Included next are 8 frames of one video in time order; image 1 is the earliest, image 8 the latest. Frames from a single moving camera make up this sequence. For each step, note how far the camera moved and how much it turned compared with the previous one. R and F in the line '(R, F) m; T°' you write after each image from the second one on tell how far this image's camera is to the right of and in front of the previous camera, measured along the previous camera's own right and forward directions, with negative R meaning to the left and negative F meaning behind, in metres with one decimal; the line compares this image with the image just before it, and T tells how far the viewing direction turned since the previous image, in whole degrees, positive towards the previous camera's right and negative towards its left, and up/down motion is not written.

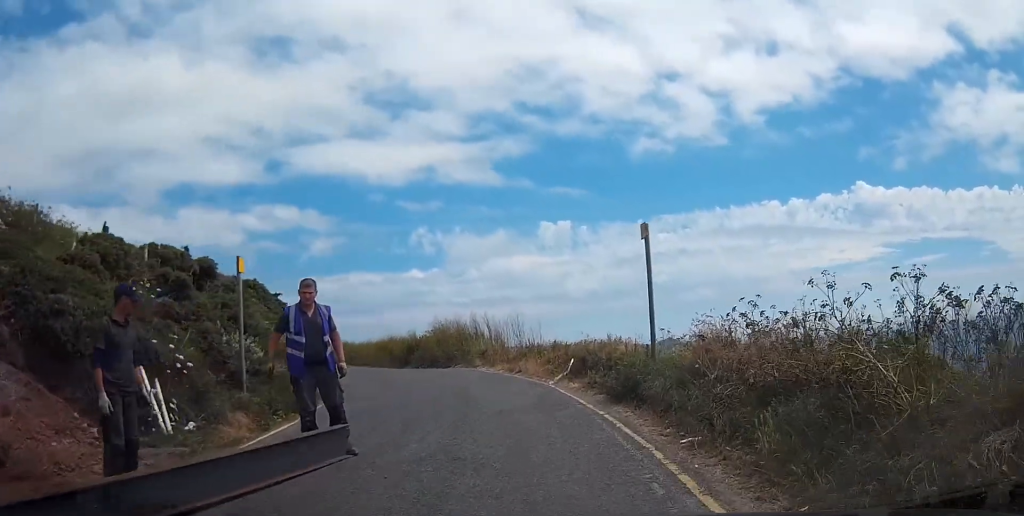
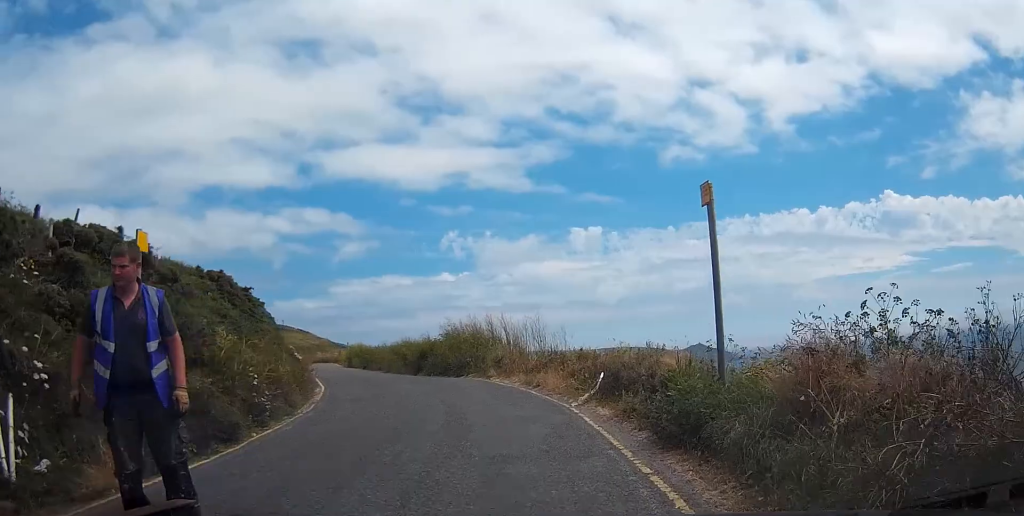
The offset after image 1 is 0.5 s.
(+0.1, +3.3) m; -2°
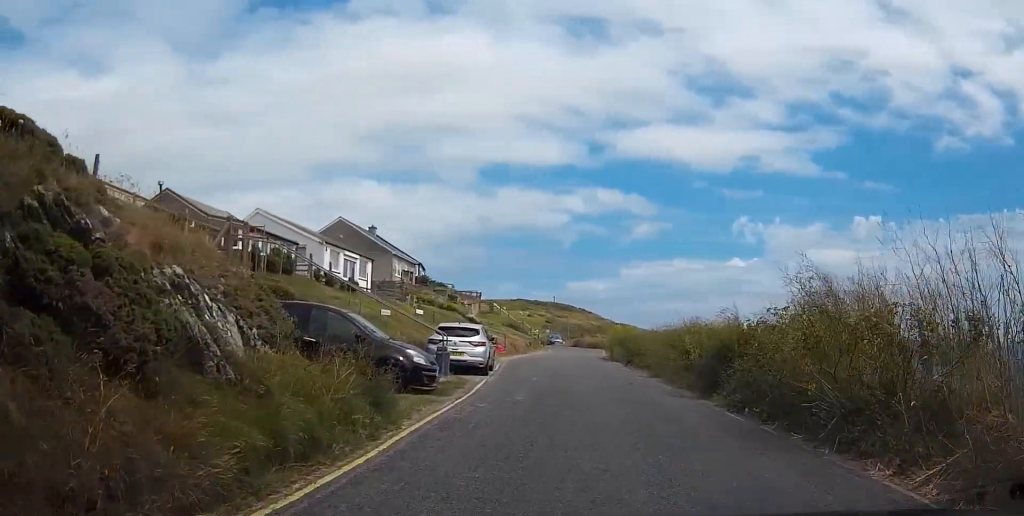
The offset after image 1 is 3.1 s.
(-2.7, +17.8) m; -17°
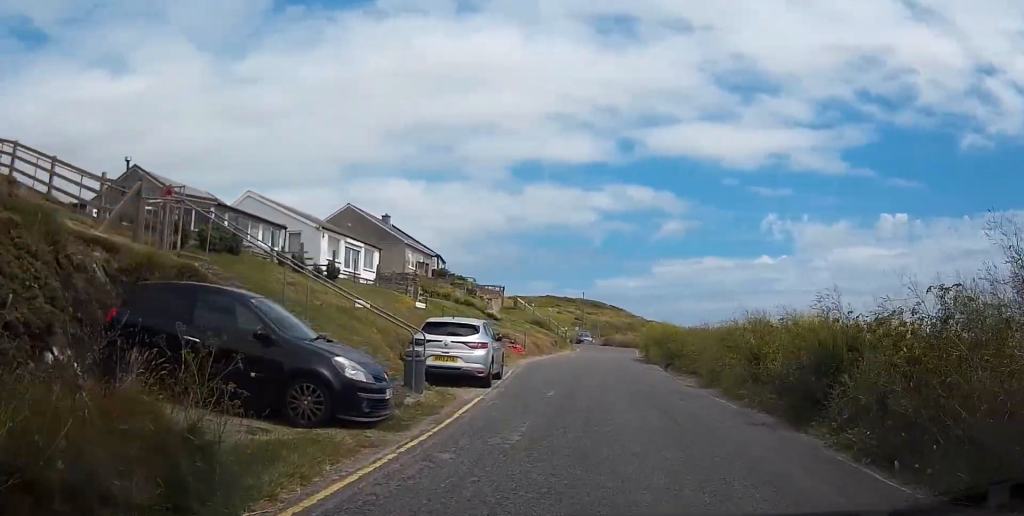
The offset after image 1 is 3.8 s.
(-0.1, +5.2) m; -4°
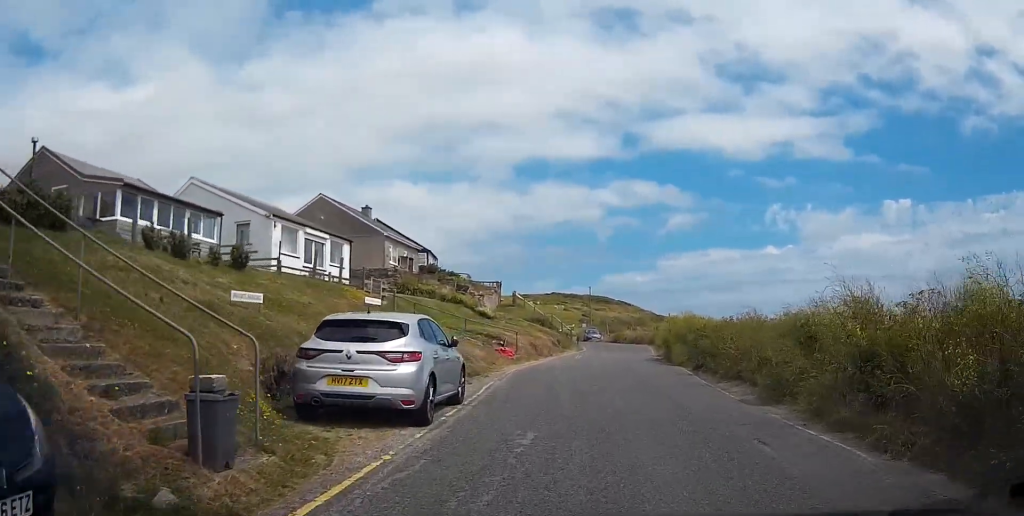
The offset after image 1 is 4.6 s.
(-0.3, +6.6) m; -3°
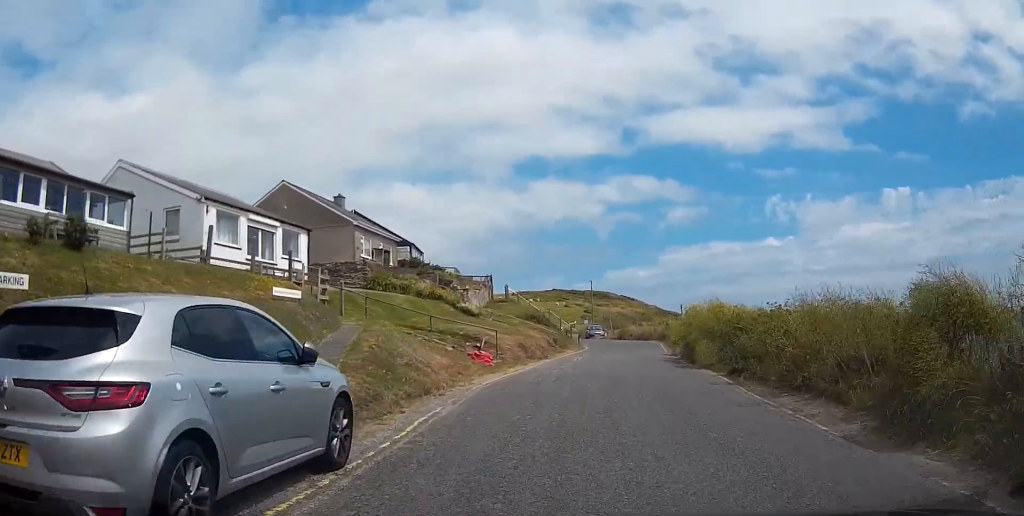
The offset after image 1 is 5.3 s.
(-0.1, +6.2) m; -2°
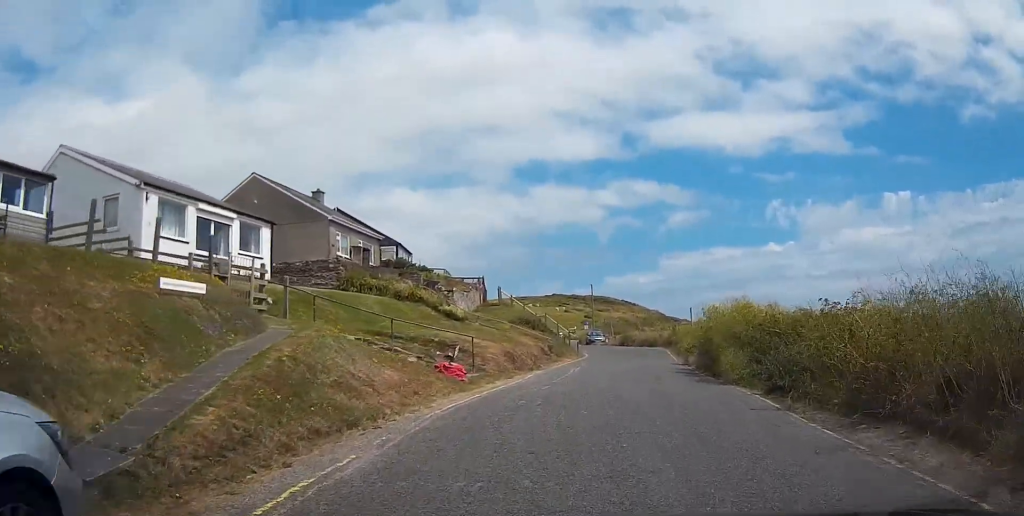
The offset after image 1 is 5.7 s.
(0.0, +4.3) m; -1°
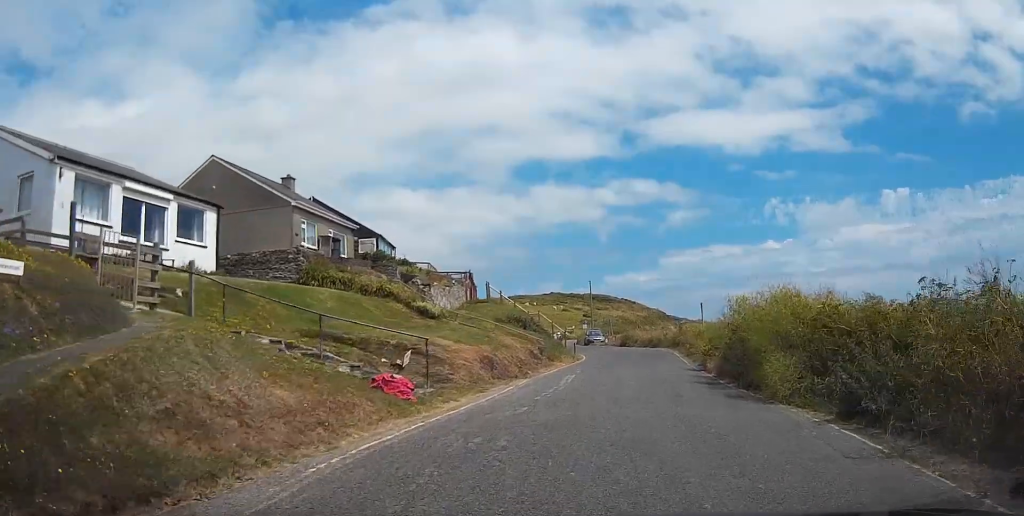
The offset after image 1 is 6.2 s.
(-0.1, +4.6) m; 0°
